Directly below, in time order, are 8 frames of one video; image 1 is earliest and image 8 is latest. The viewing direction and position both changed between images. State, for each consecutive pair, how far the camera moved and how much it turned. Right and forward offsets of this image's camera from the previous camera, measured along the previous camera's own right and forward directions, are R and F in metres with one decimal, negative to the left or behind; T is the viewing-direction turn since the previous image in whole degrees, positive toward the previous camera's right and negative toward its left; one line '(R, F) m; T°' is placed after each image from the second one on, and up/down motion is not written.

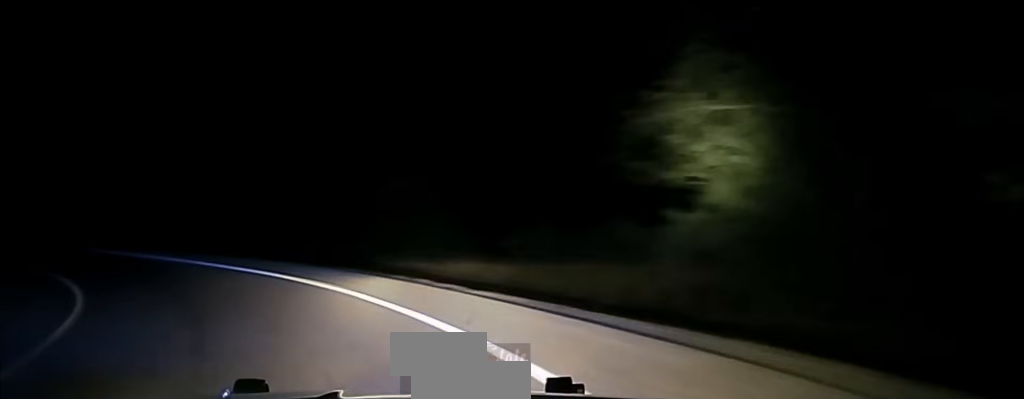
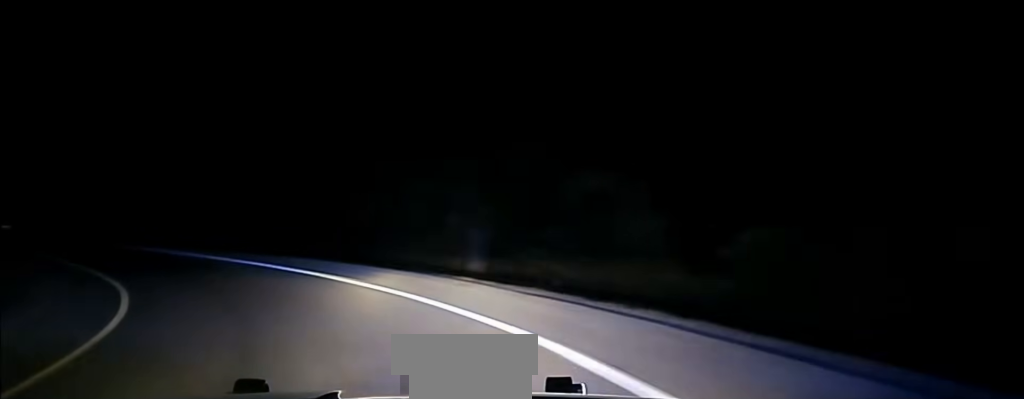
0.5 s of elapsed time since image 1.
(-0.8, +5.7) m; -12°
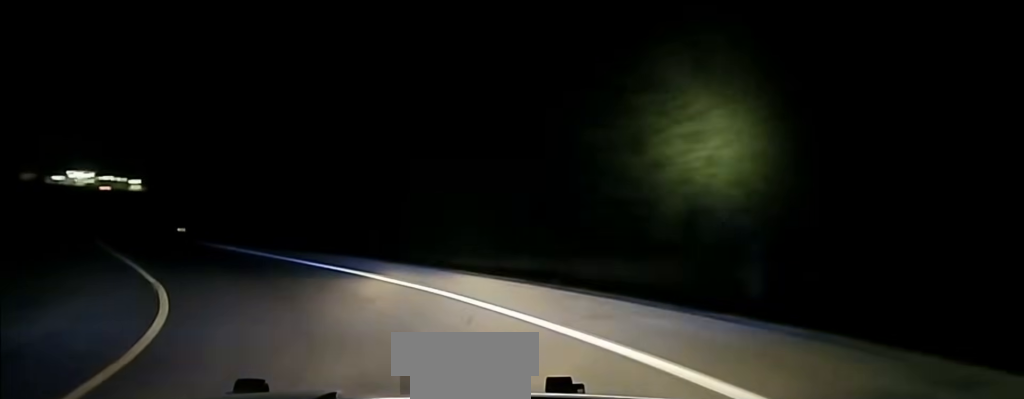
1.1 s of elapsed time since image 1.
(-1.3, +8.6) m; -13°
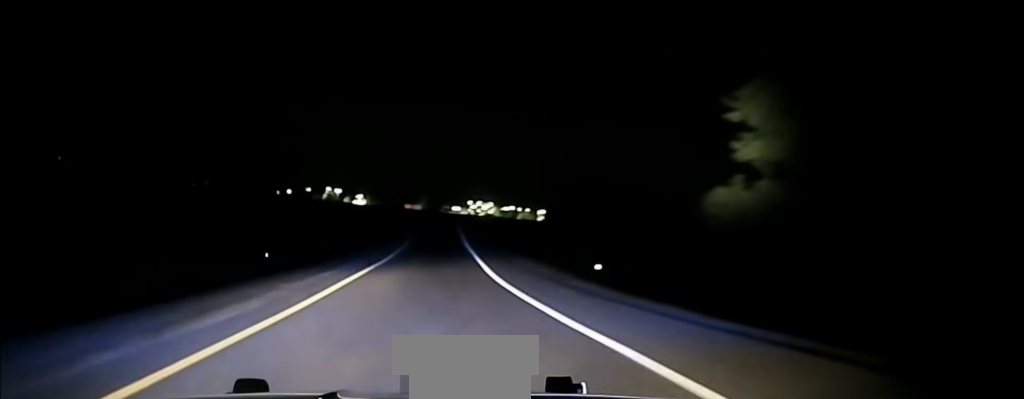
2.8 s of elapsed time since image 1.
(-8.1, +30.0) m; -26°
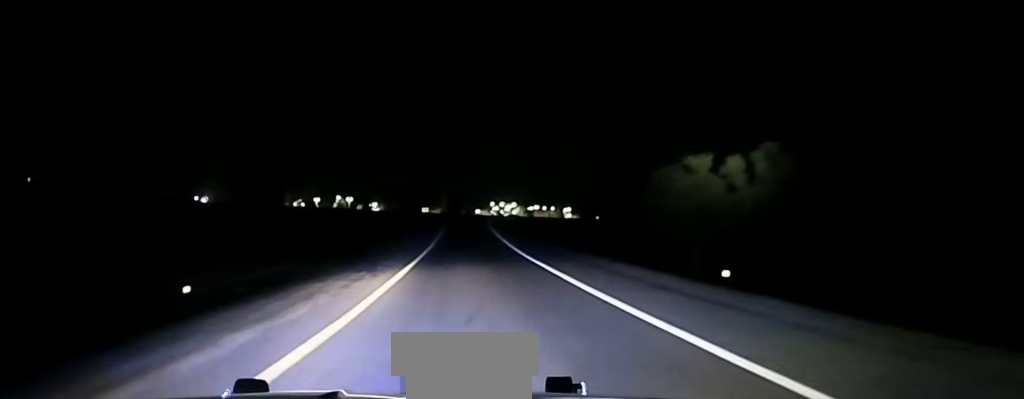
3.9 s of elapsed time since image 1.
(-1.7, +25.6) m; -3°
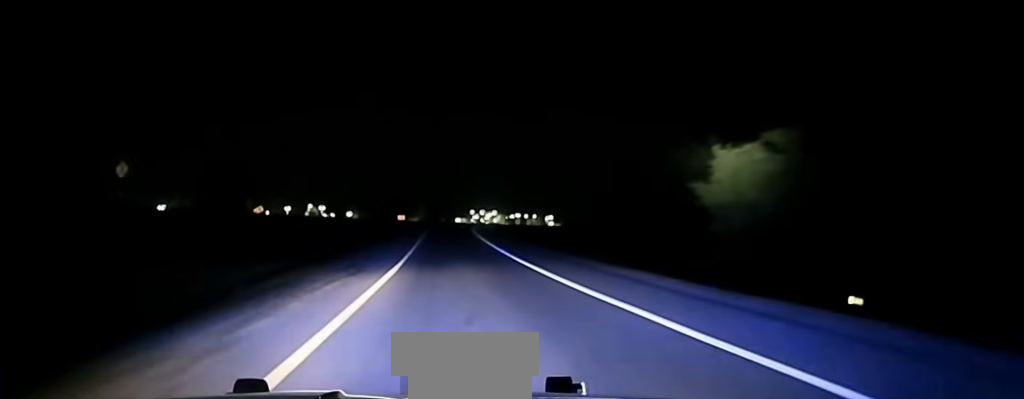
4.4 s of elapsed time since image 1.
(-0.1, +16.6) m; +1°
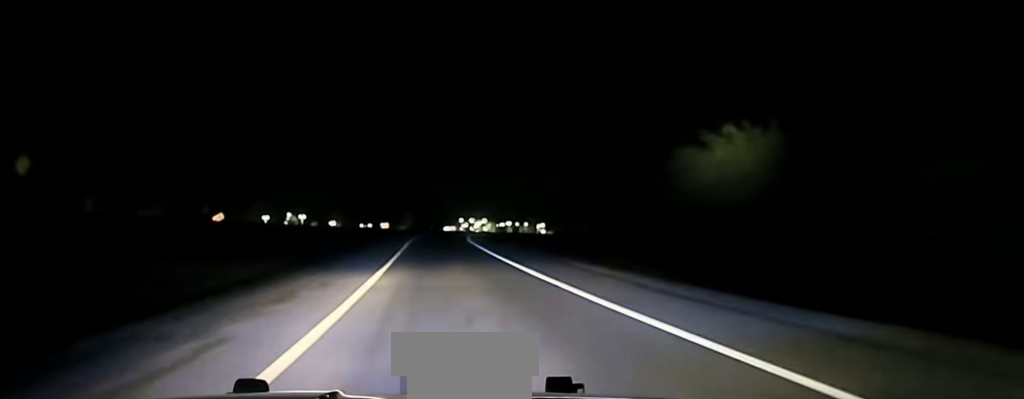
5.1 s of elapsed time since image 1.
(+0.3, +18.3) m; +1°
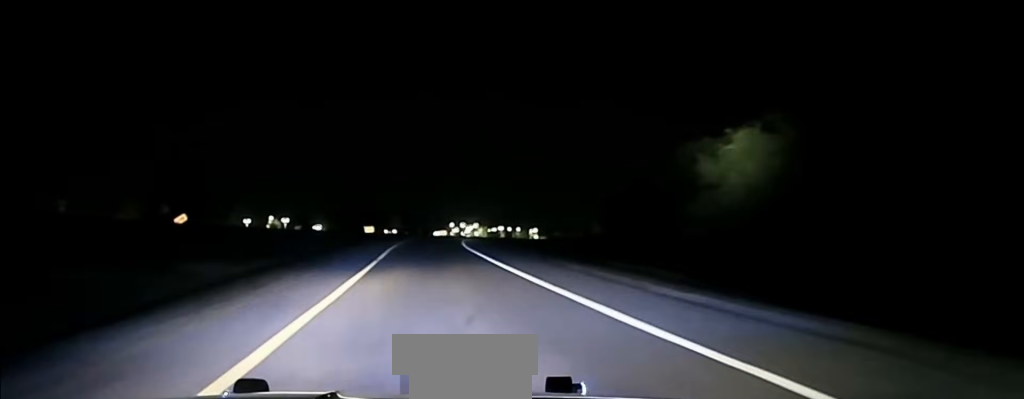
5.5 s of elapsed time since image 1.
(+0.3, +13.4) m; +1°
